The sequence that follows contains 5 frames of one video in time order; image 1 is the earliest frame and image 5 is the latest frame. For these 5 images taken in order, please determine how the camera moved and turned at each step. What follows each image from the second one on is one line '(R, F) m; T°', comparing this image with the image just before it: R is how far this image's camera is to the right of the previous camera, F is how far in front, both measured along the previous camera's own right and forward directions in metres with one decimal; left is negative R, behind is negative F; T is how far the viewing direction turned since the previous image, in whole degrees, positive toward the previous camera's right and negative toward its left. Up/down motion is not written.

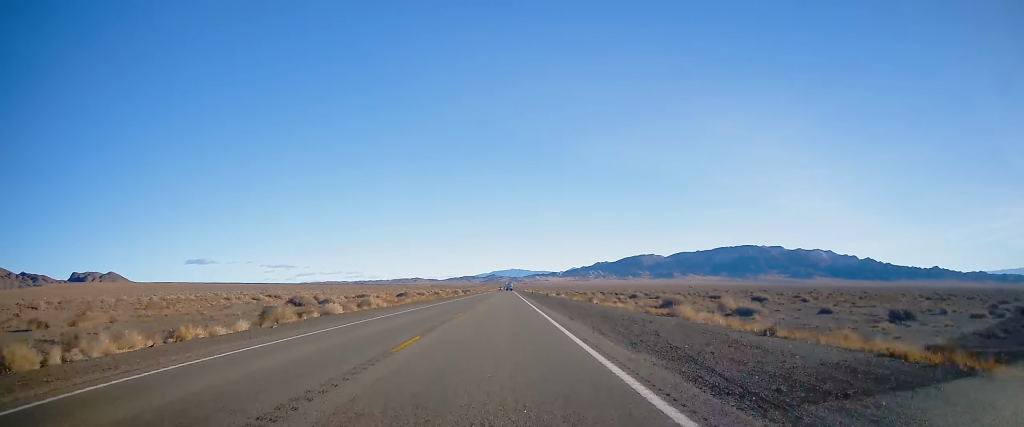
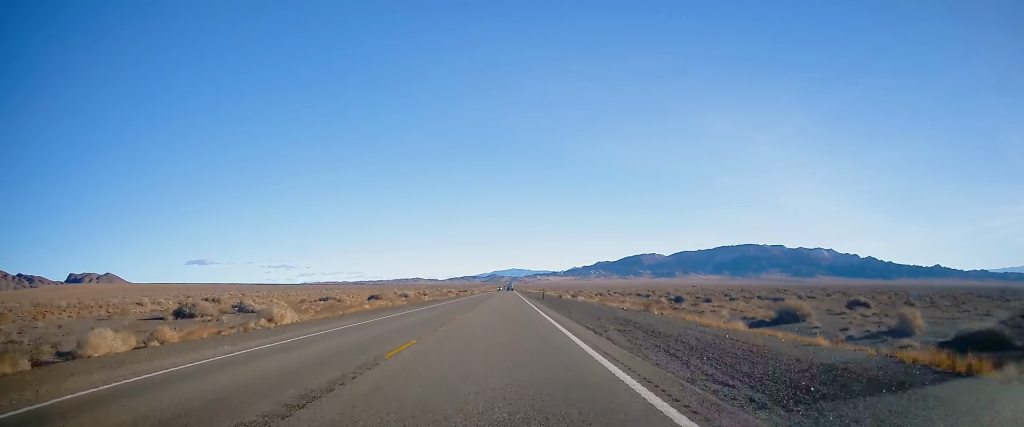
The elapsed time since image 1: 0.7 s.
(-0.2, +25.2) m; 0°
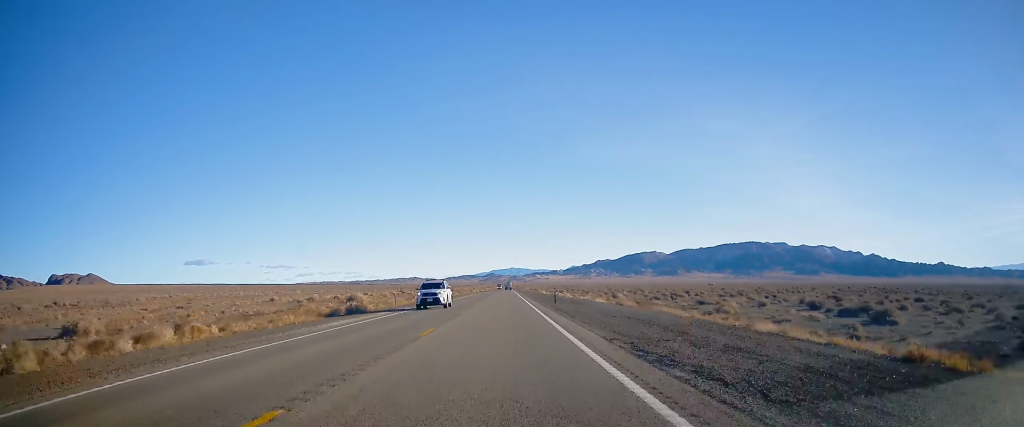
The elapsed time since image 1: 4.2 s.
(-0.5, +118.7) m; 0°
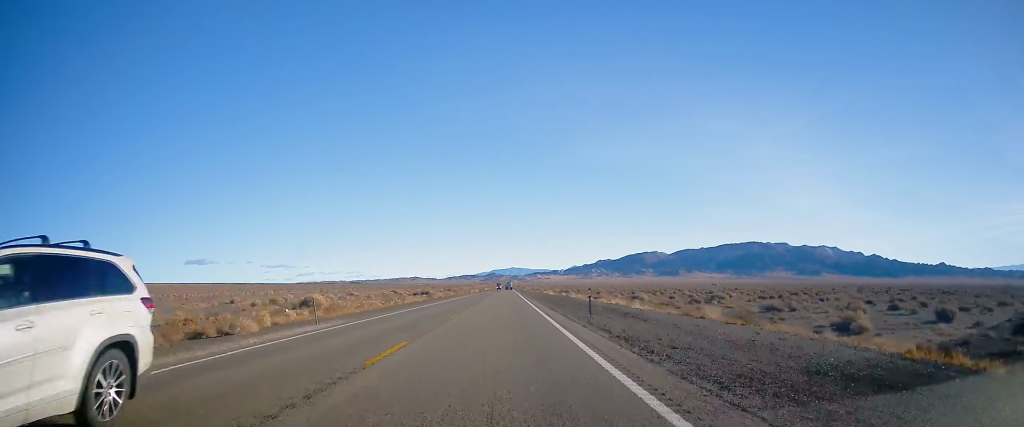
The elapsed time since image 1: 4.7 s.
(0.0, +16.9) m; 0°
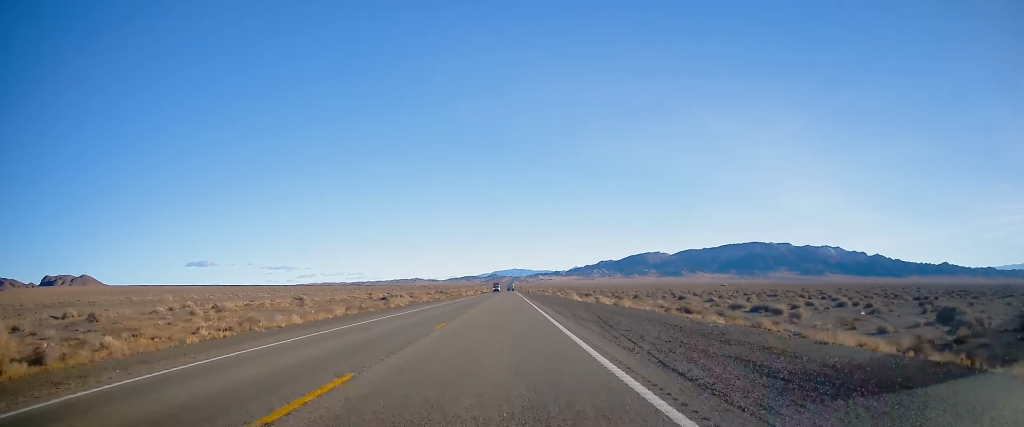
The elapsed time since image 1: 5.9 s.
(+0.3, +40.6) m; 0°
